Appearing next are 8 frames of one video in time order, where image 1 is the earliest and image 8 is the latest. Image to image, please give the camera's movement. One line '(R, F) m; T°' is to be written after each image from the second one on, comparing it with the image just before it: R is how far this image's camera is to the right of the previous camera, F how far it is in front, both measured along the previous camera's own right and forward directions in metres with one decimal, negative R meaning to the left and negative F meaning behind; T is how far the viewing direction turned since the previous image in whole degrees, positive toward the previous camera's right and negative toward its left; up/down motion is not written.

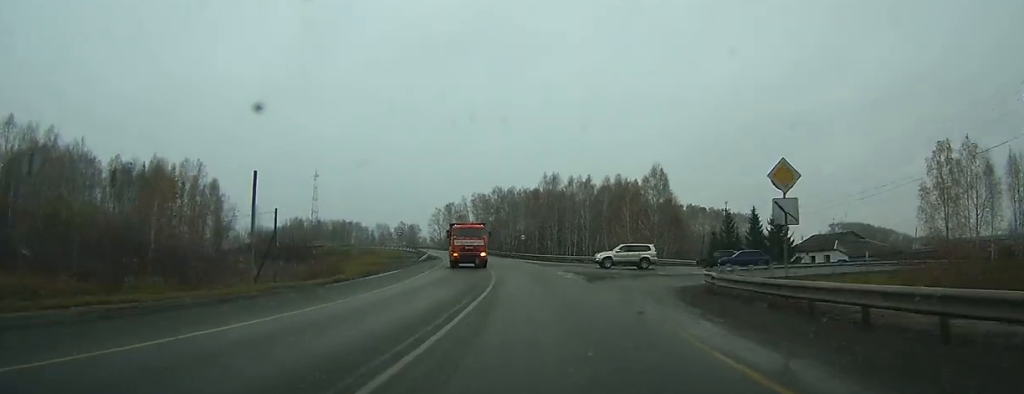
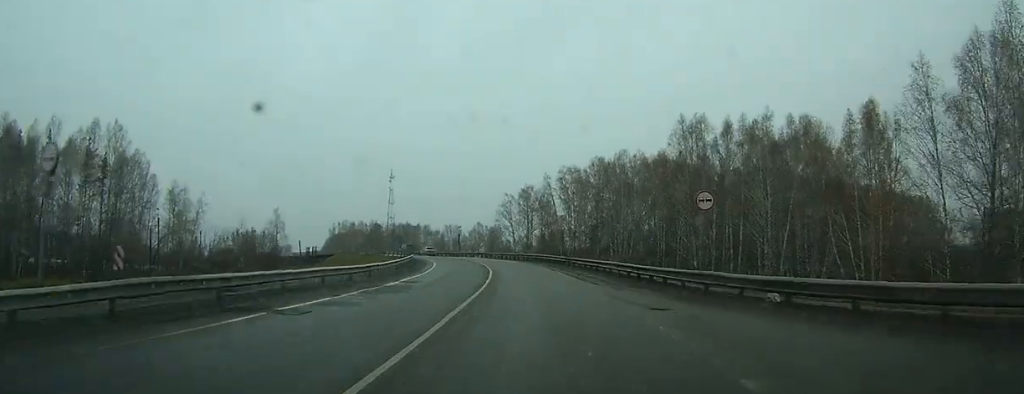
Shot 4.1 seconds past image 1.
(-7.0, +61.2) m; -11°
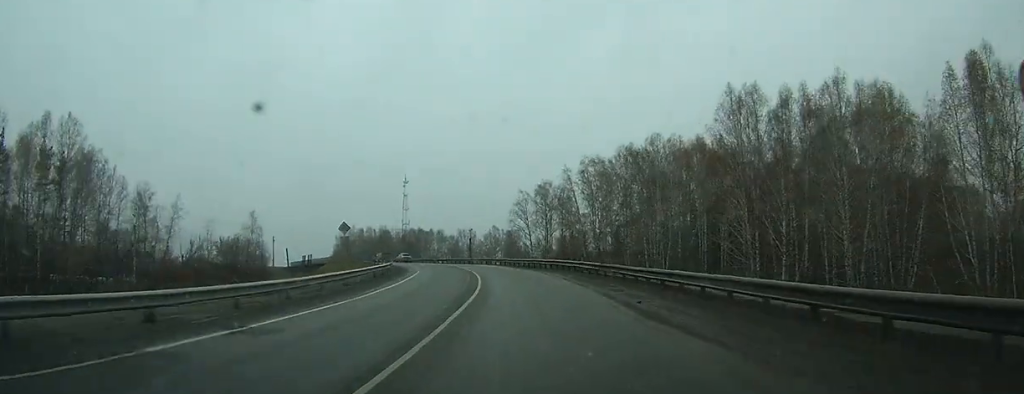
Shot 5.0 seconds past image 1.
(0.0, +13.9) m; -2°
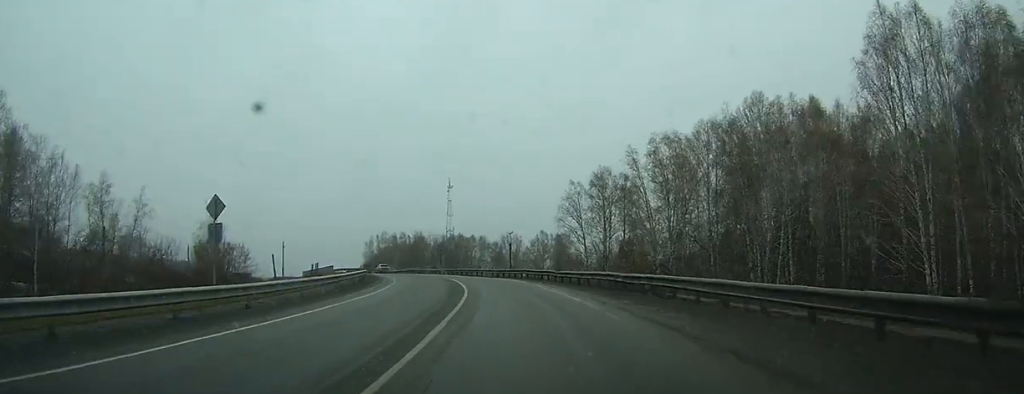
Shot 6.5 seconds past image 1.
(-0.9, +22.1) m; -4°
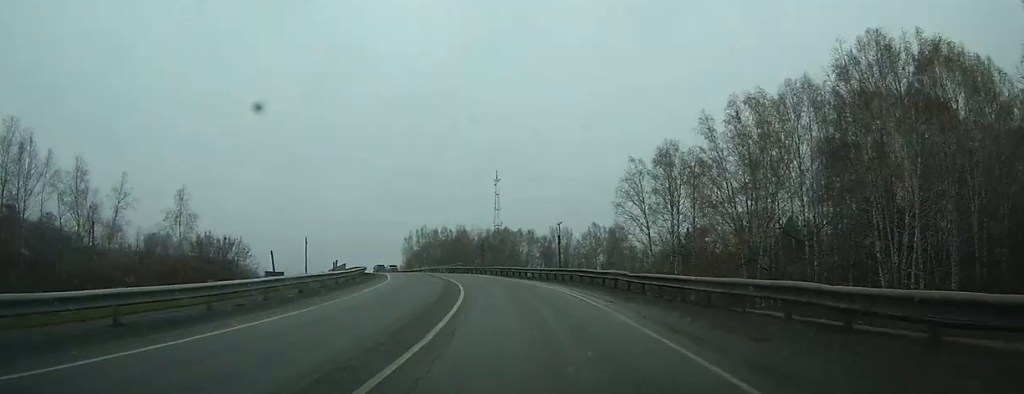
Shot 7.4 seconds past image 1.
(-0.4, +14.9) m; -3°
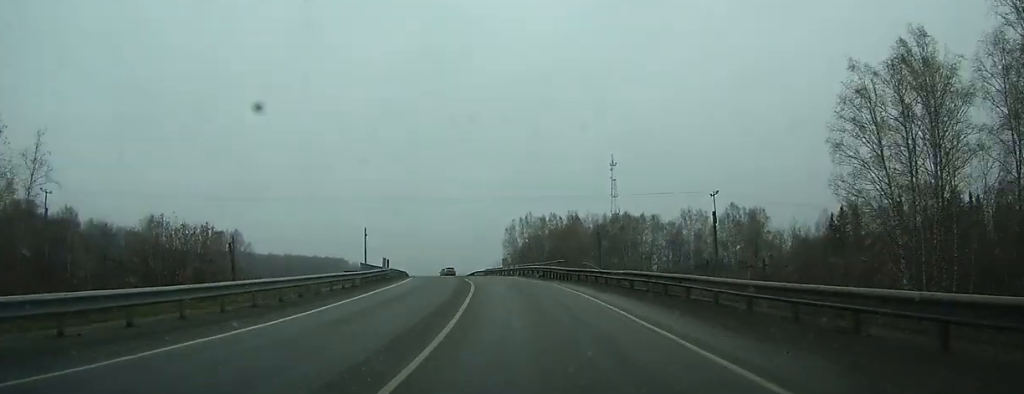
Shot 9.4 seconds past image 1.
(-1.6, +32.9) m; -8°
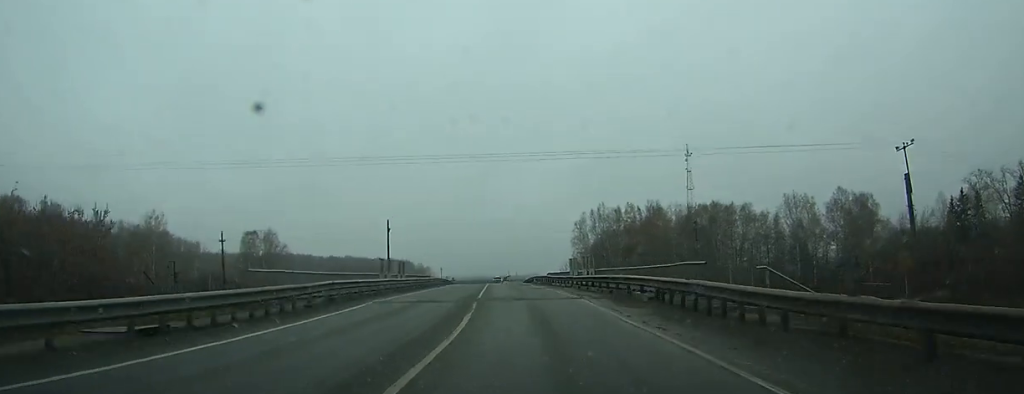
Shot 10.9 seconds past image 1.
(-1.2, +25.2) m; -7°
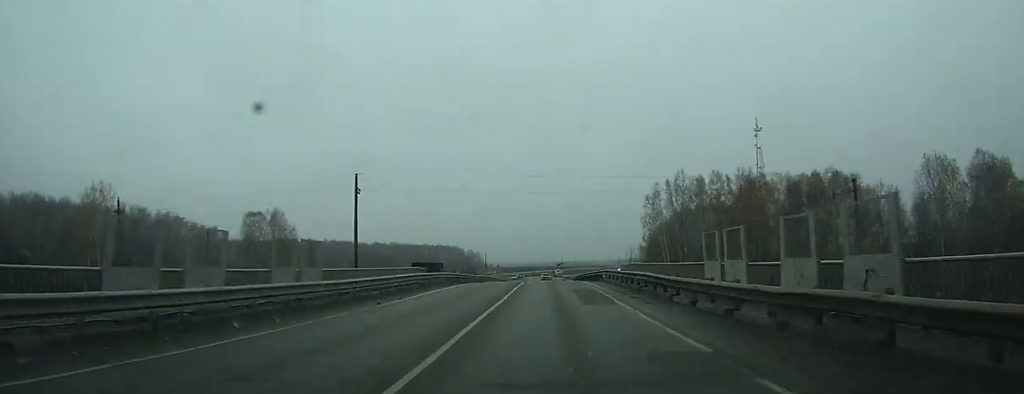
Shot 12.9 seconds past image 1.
(-2.4, +30.8) m; -6°
